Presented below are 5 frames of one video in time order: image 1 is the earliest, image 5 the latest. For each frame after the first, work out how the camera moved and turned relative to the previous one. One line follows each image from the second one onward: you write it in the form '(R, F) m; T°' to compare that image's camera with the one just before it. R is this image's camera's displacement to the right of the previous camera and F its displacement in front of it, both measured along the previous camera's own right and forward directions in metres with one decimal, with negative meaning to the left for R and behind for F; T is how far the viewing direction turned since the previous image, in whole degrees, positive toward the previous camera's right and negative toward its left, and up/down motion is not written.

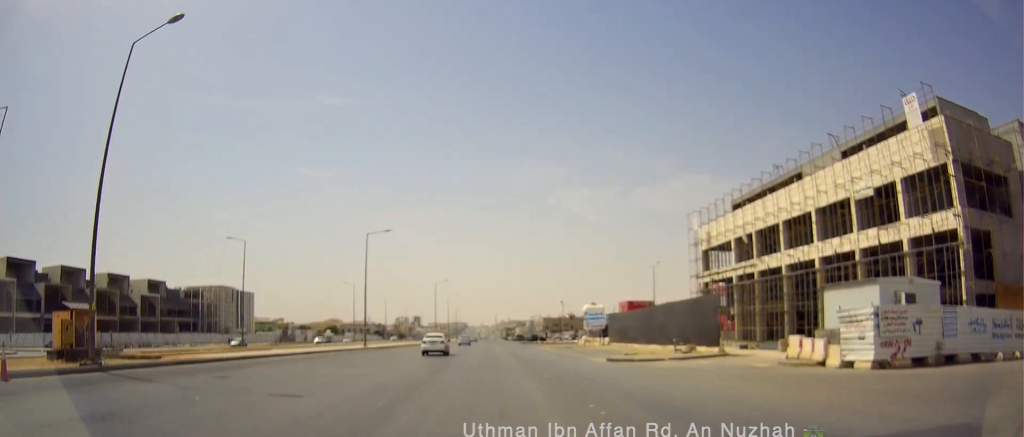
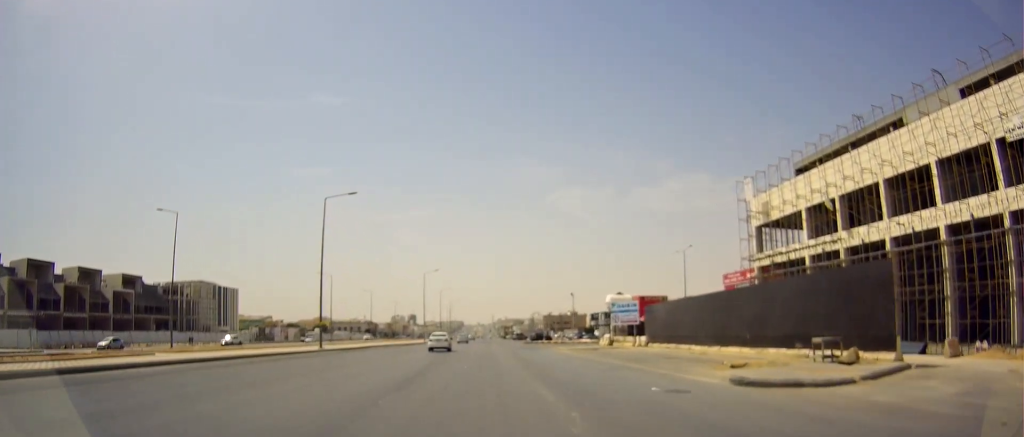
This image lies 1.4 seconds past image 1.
(+0.4, +16.7) m; +2°
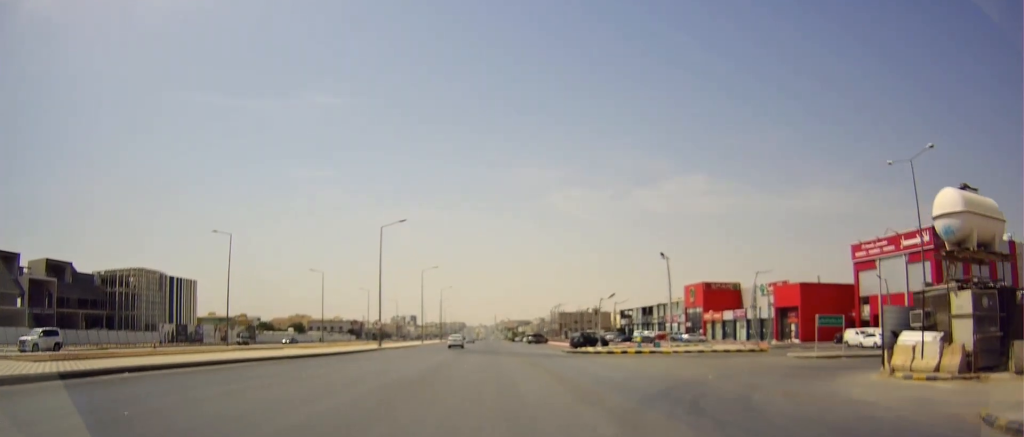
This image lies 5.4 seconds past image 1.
(+0.4, +47.4) m; -1°
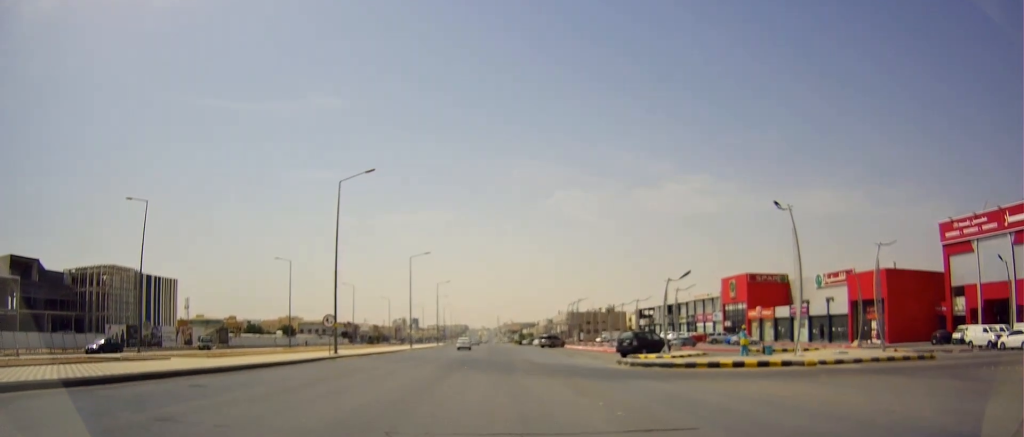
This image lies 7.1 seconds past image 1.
(-0.6, +19.5) m; -2°
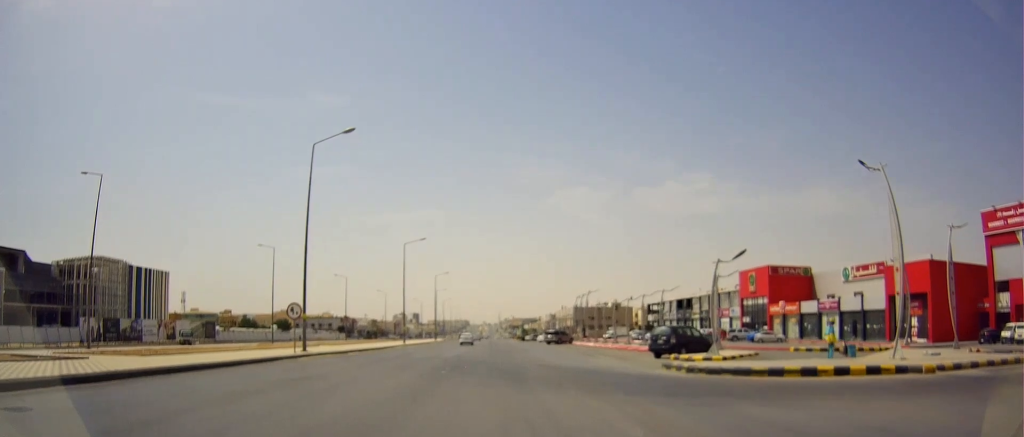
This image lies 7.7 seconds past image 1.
(0.0, +7.7) m; +1°
